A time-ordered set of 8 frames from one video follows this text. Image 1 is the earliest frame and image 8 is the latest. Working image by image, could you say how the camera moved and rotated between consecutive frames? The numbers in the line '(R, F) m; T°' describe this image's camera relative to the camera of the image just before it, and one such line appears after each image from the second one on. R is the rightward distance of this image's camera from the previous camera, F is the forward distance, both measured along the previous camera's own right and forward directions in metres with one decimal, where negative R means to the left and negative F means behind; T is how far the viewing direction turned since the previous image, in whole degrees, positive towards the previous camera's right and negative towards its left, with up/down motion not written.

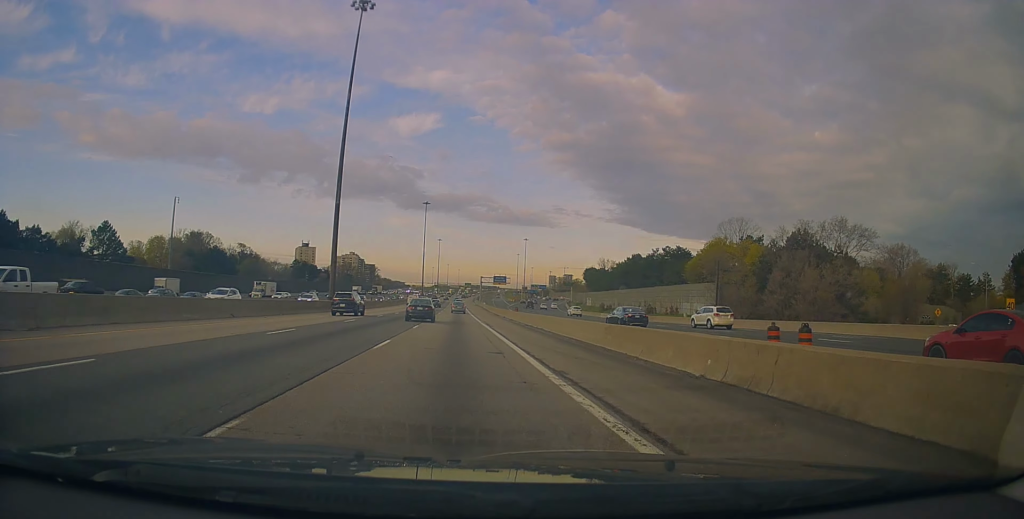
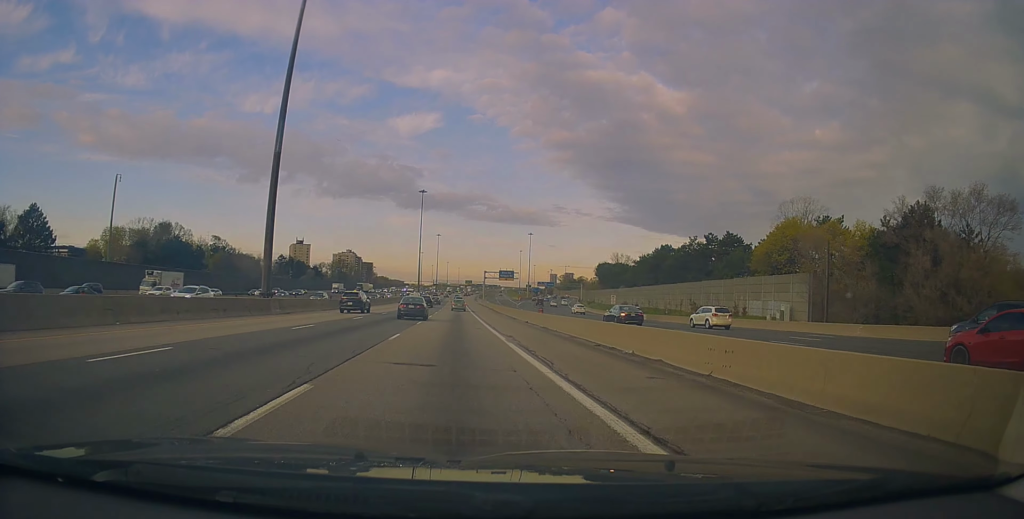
(-0.3, +21.3) m; -1°
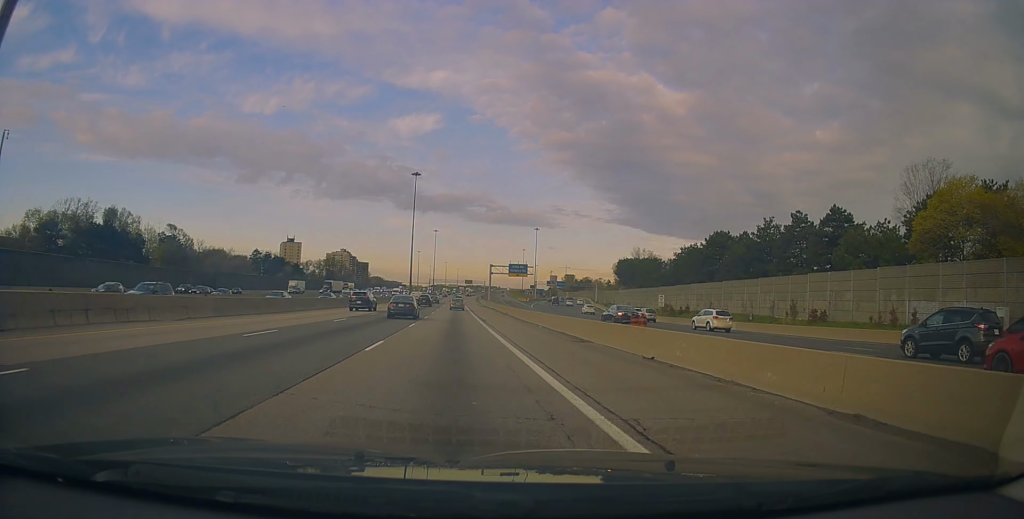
(-0.1, +27.9) m; 0°
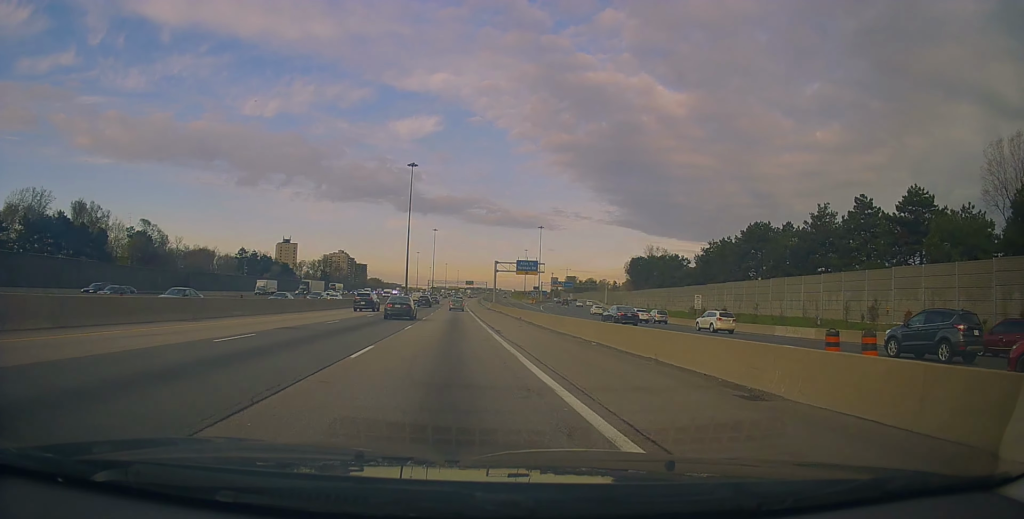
(+0.2, +14.3) m; 0°
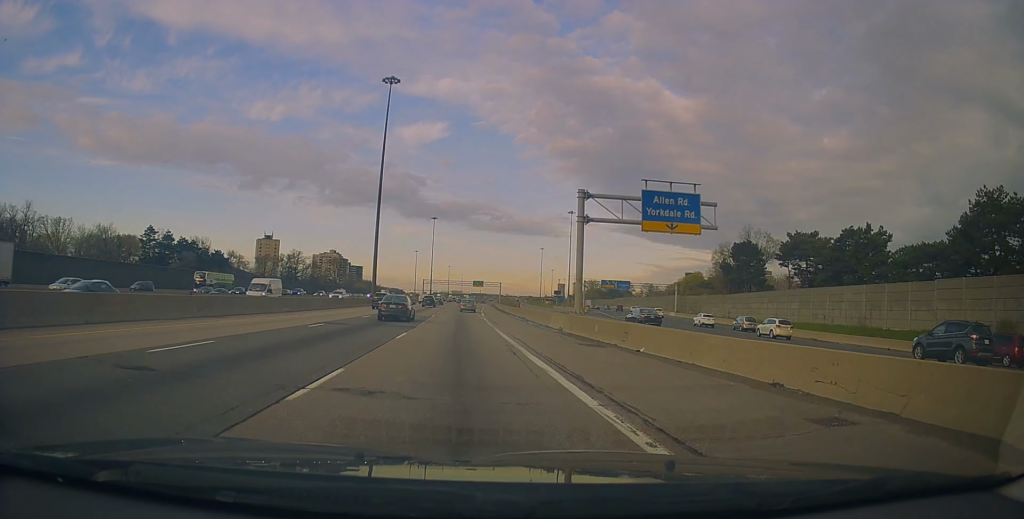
(-0.4, +62.2) m; 0°
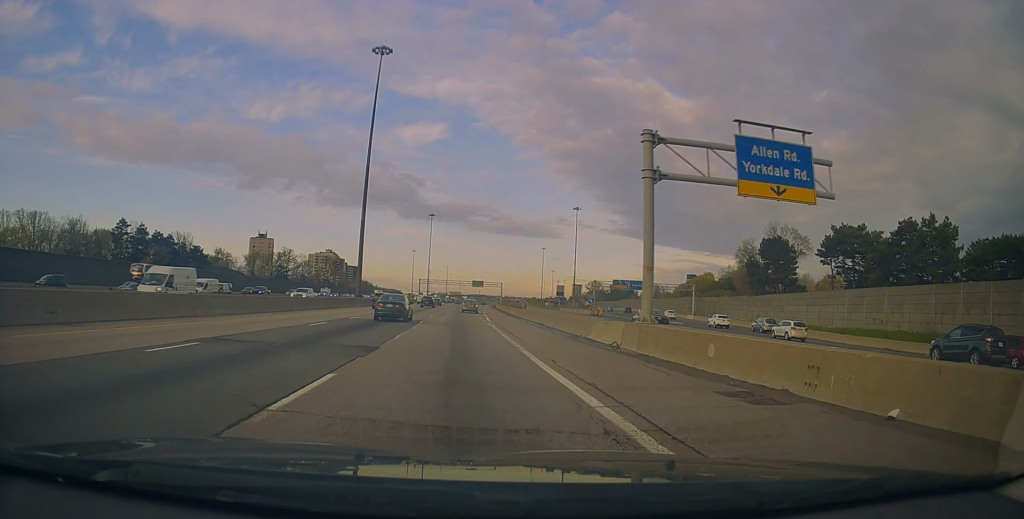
(-0.1, +11.9) m; 0°
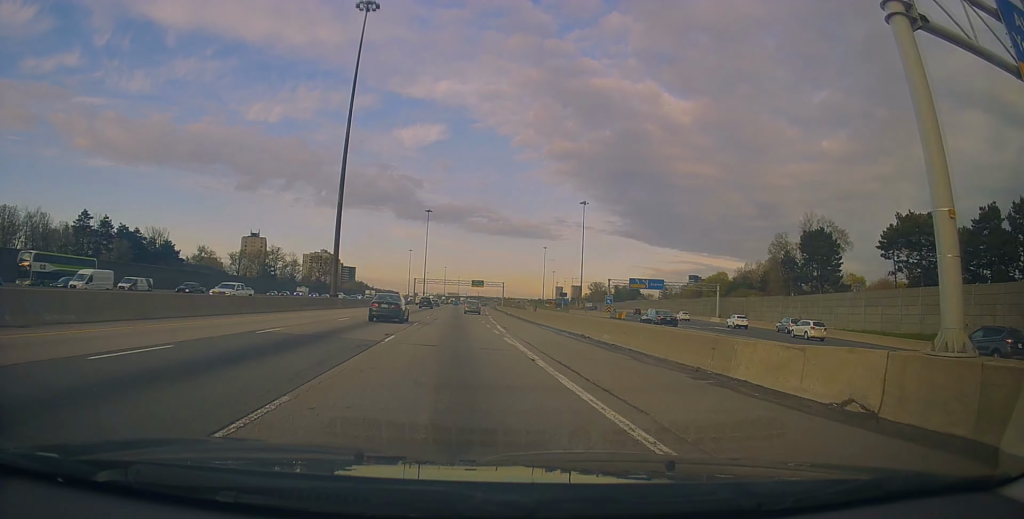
(-0.1, +14.2) m; 0°
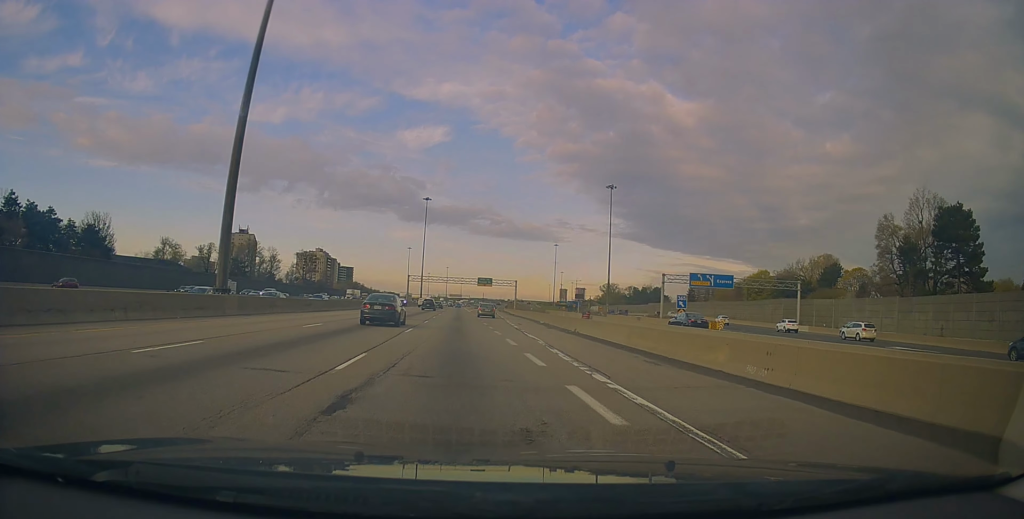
(+0.4, +29.4) m; 0°
